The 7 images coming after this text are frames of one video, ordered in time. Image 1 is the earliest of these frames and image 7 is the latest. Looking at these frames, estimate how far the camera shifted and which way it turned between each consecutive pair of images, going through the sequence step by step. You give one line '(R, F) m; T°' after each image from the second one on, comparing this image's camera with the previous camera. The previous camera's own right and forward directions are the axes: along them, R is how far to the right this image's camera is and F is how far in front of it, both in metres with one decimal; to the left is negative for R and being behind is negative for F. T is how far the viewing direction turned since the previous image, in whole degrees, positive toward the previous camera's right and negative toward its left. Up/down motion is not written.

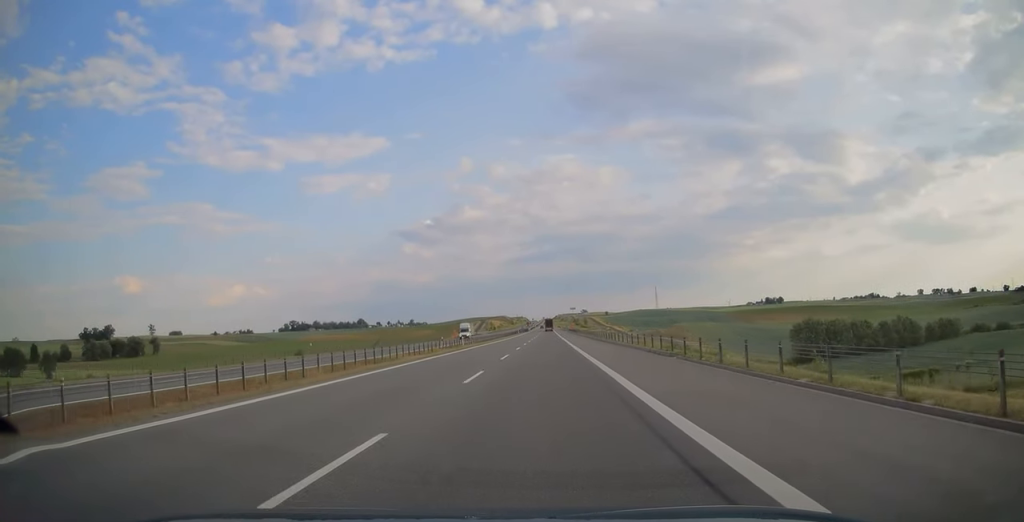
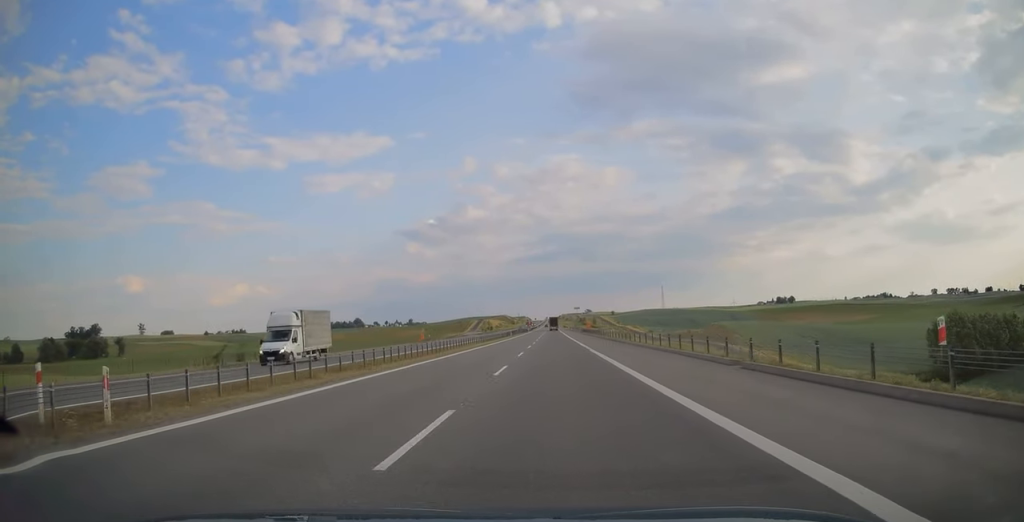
(-0.2, +45.0) m; 0°
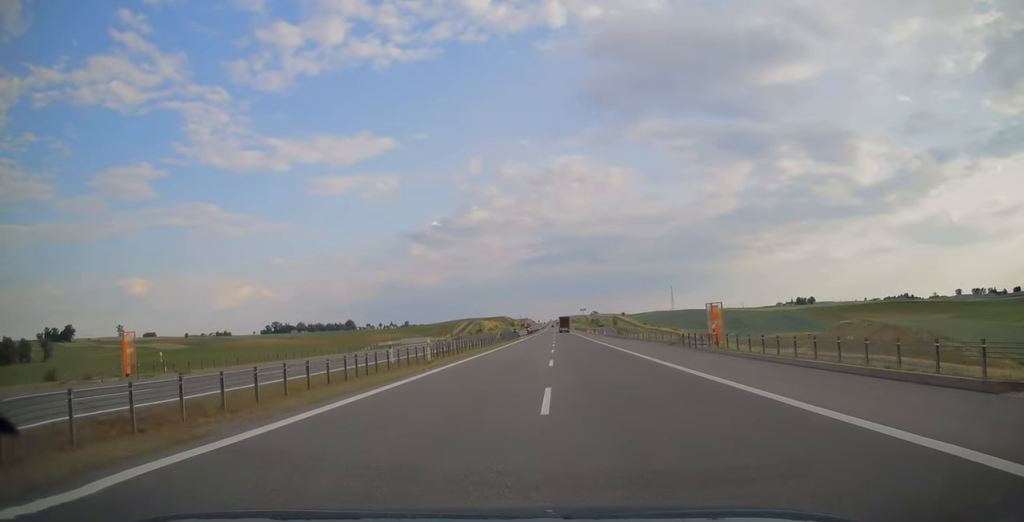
(-0.3, +79.3) m; 0°
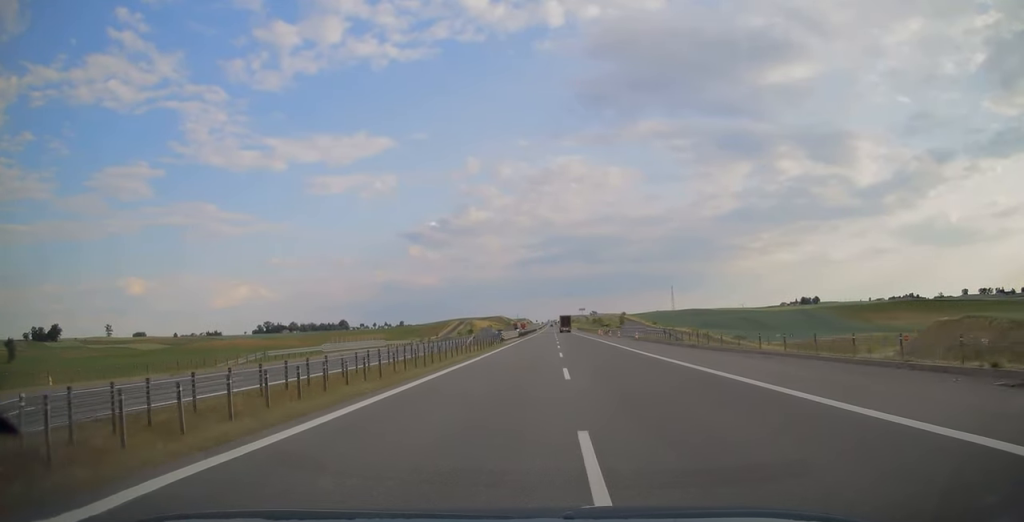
(0.0, +29.5) m; 0°
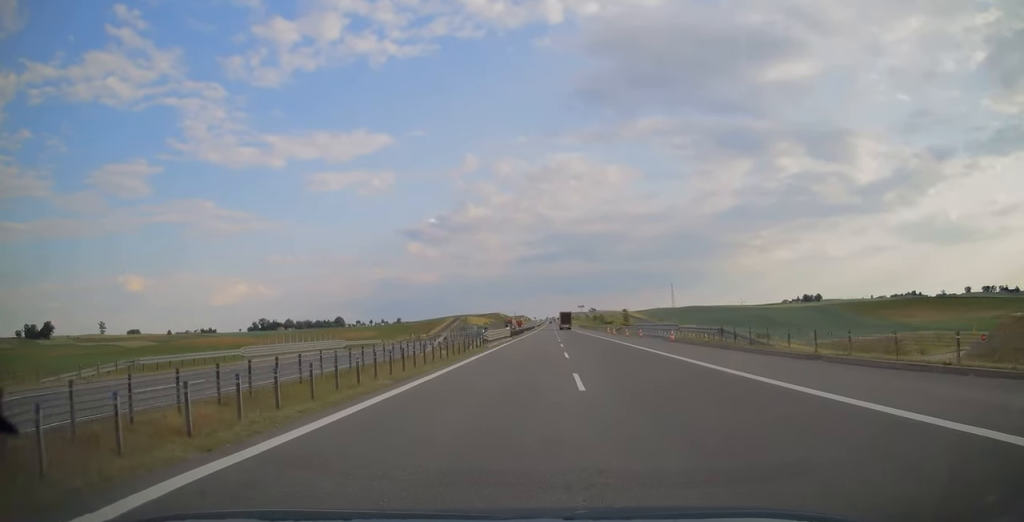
(0.0, +15.4) m; 0°
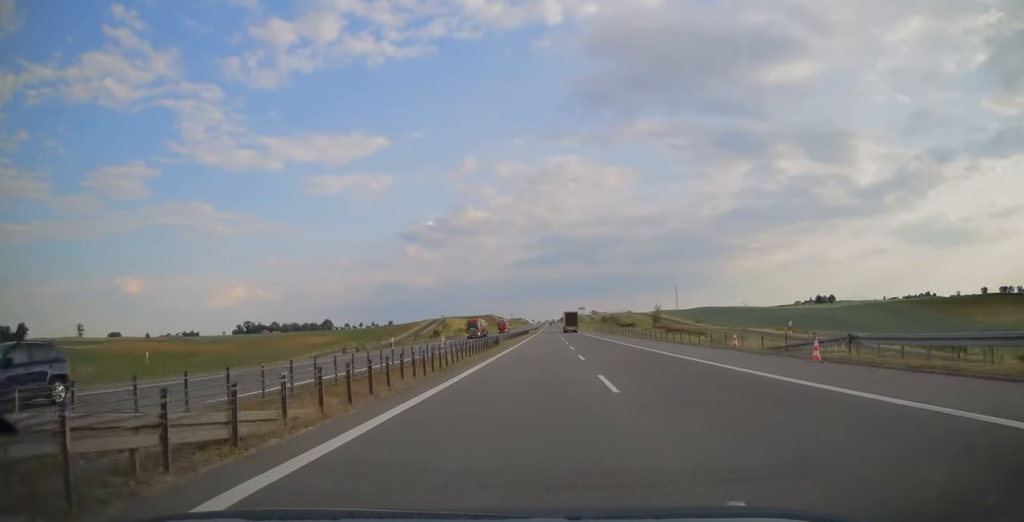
(+0.2, +60.4) m; 0°
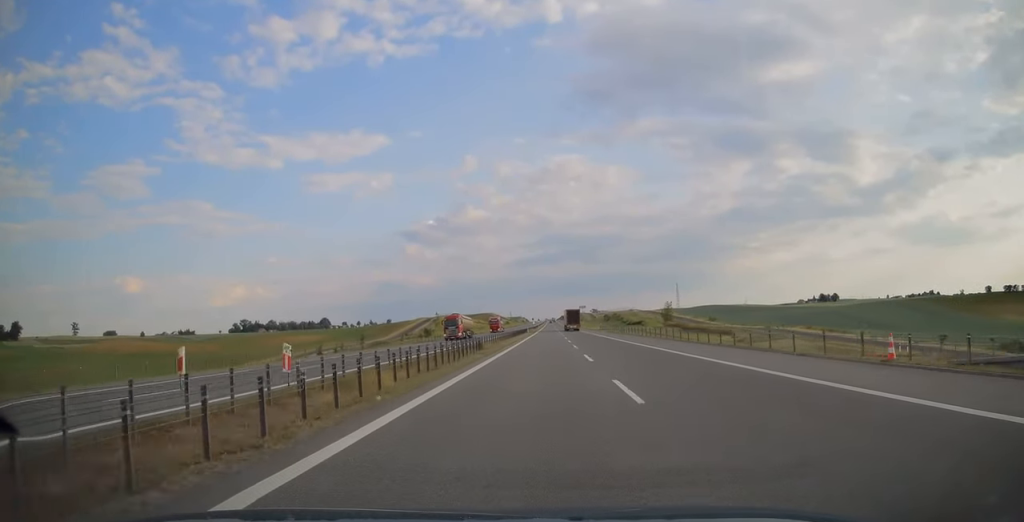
(0.0, +14.3) m; 0°
